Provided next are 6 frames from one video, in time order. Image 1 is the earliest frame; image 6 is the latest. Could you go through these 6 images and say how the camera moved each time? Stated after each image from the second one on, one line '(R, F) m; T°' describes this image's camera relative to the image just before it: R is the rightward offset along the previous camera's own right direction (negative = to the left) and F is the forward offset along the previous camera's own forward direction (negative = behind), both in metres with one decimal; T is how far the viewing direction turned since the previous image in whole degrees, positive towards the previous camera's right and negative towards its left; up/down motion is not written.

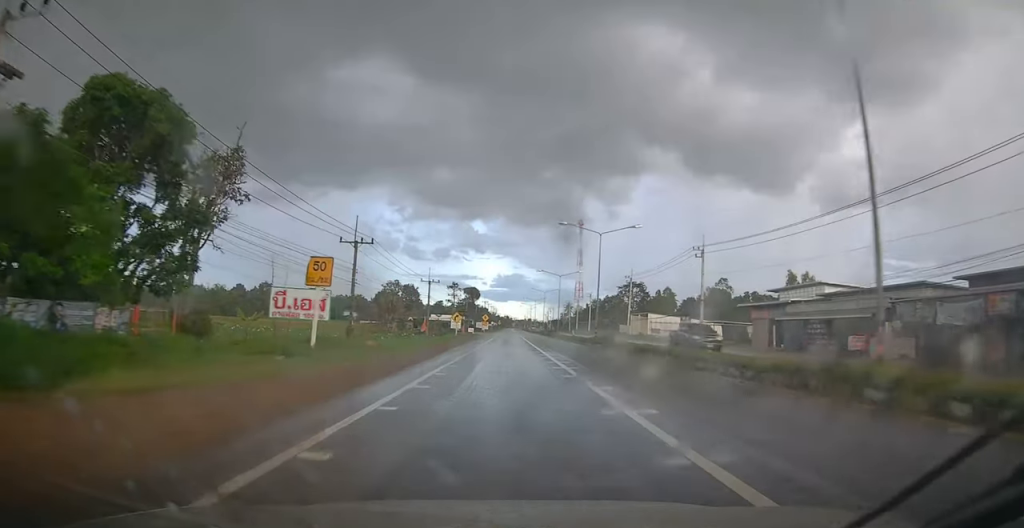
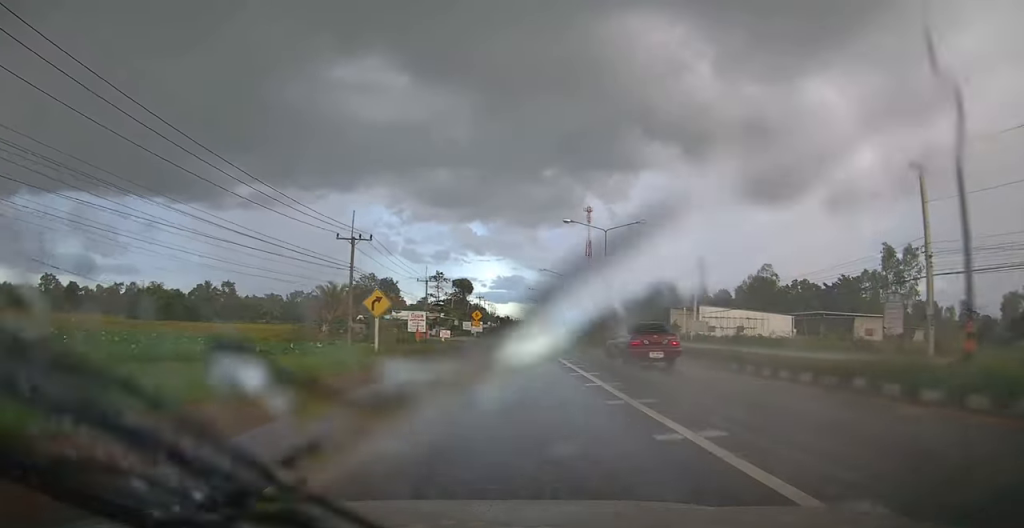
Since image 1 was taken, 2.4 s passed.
(-0.2, +37.4) m; 0°
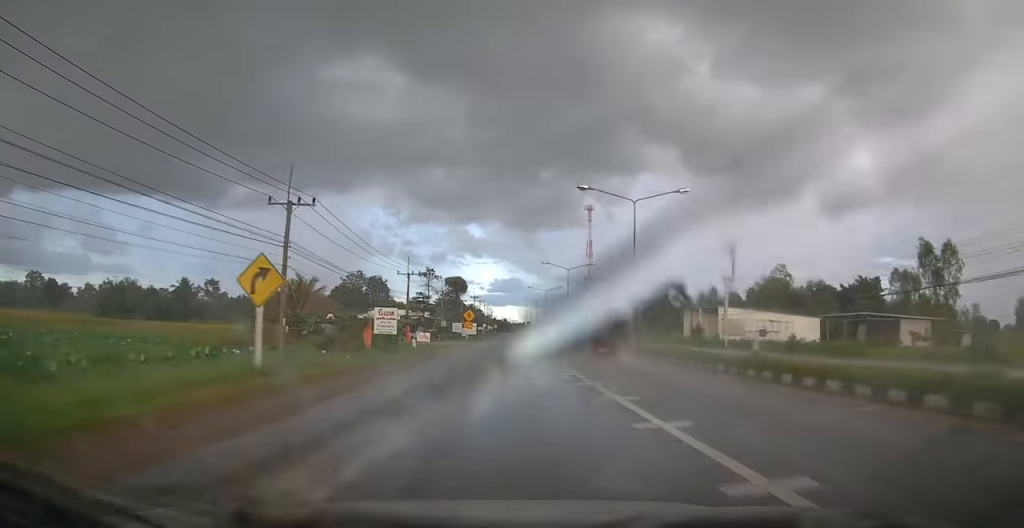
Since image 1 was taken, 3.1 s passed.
(0.0, +11.1) m; 0°
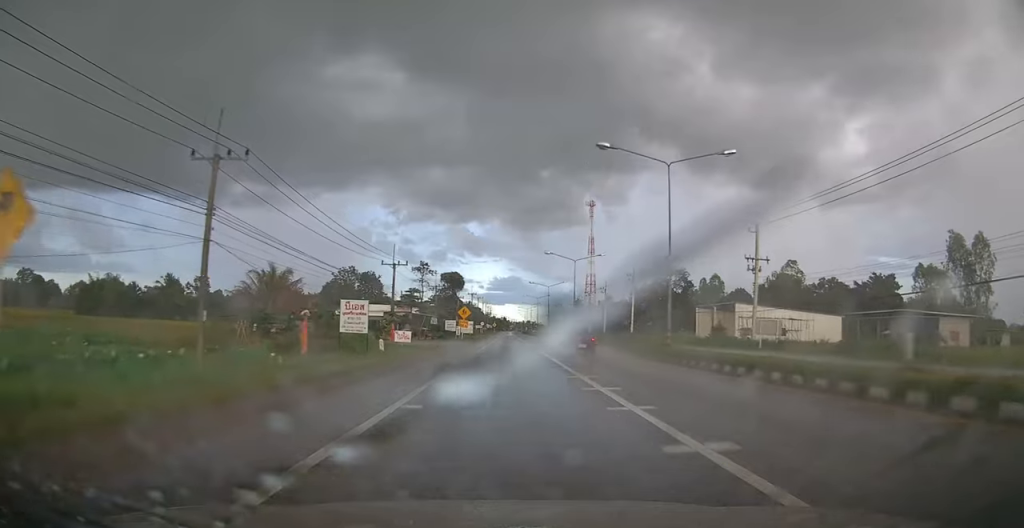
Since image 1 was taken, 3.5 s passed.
(0.0, +7.4) m; +1°
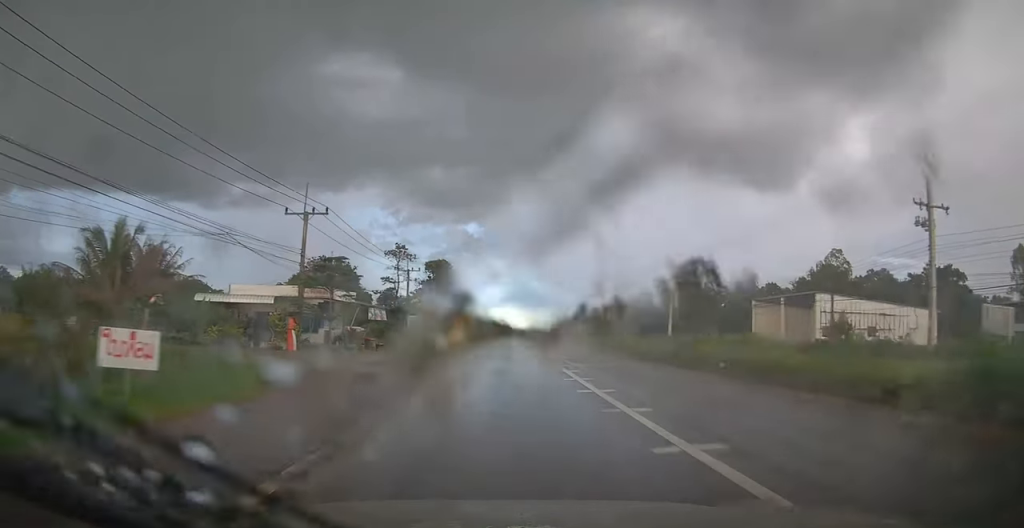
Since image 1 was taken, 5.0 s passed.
(+0.6, +23.8) m; +1°
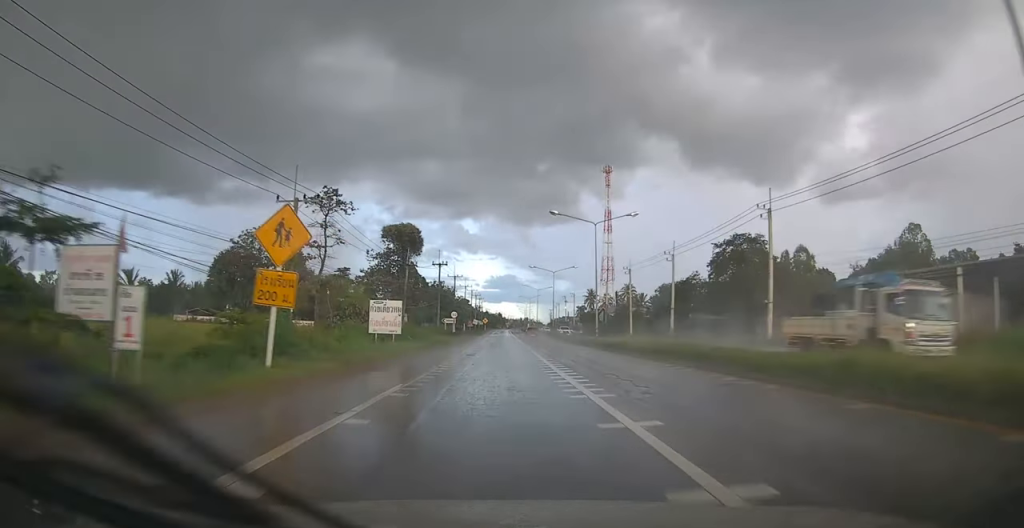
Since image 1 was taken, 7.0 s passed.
(-1.2, +32.0) m; -3°
